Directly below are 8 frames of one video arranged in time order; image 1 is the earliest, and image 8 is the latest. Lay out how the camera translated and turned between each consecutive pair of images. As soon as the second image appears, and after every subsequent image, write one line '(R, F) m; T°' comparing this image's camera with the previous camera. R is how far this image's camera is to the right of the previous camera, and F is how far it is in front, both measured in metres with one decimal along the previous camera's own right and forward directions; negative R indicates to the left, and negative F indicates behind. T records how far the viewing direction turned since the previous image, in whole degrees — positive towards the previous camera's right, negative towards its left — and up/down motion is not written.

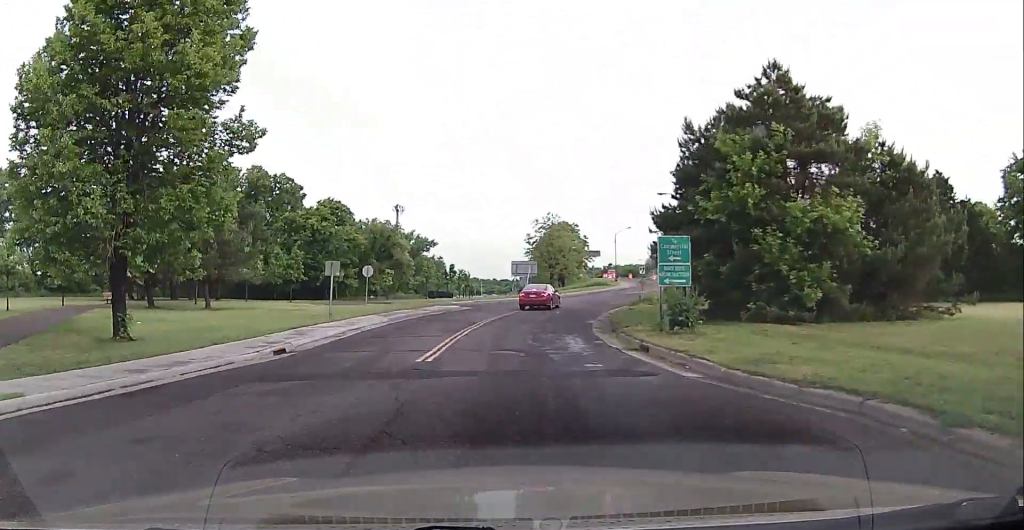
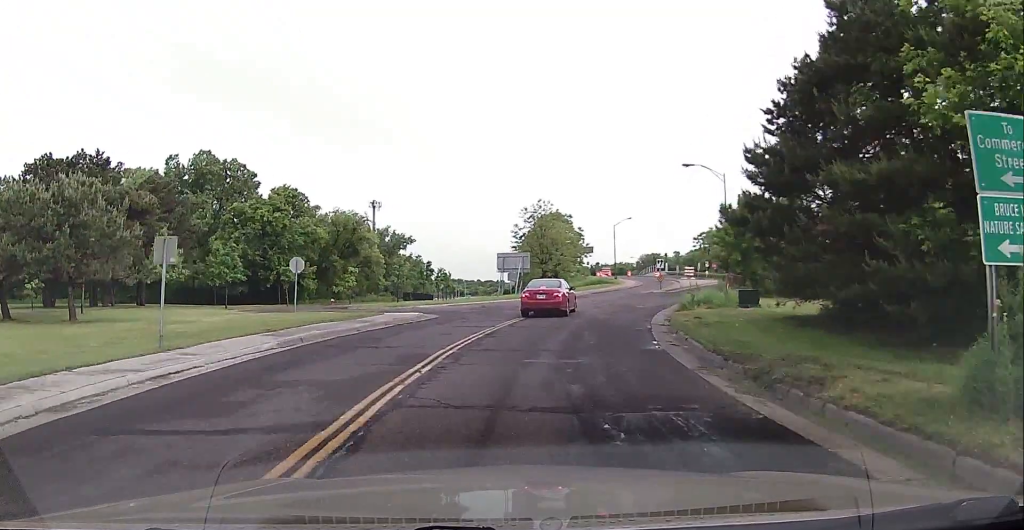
(-0.3, +14.3) m; 0°
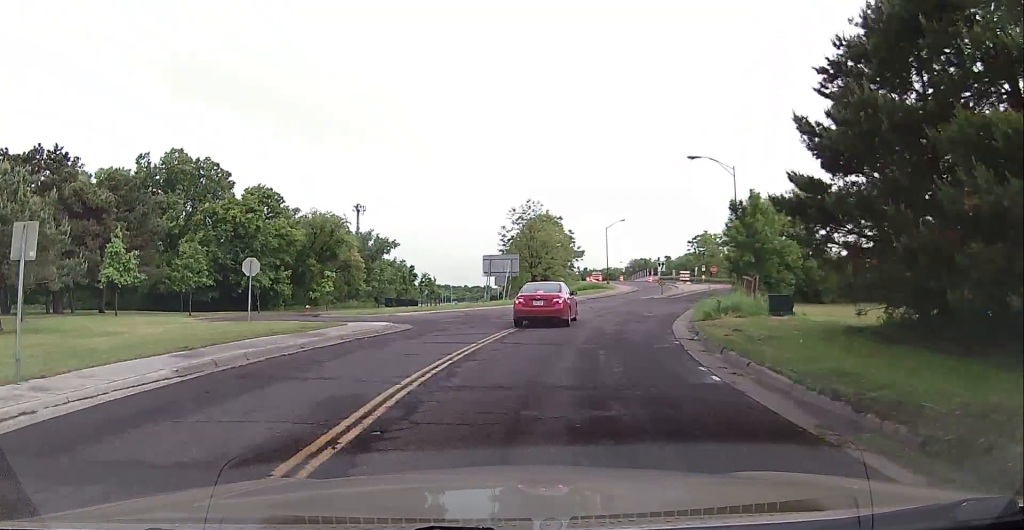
(+0.1, +4.9) m; +1°
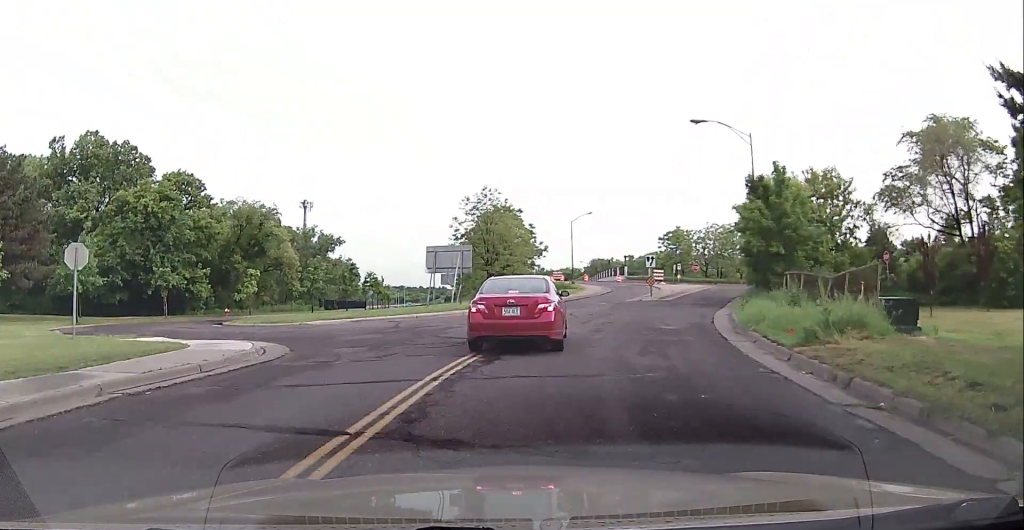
(+0.1, +11.3) m; +1°
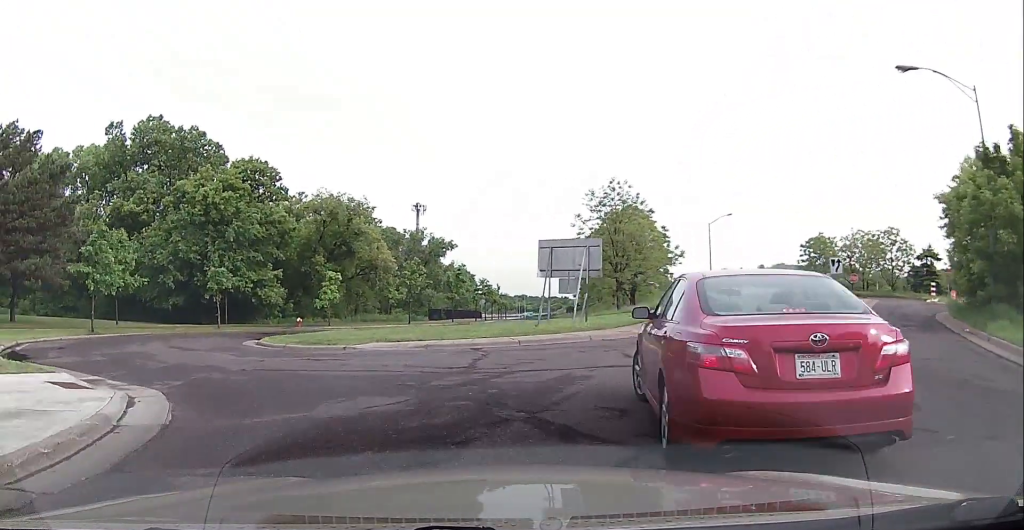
(+0.3, +13.4) m; -1°
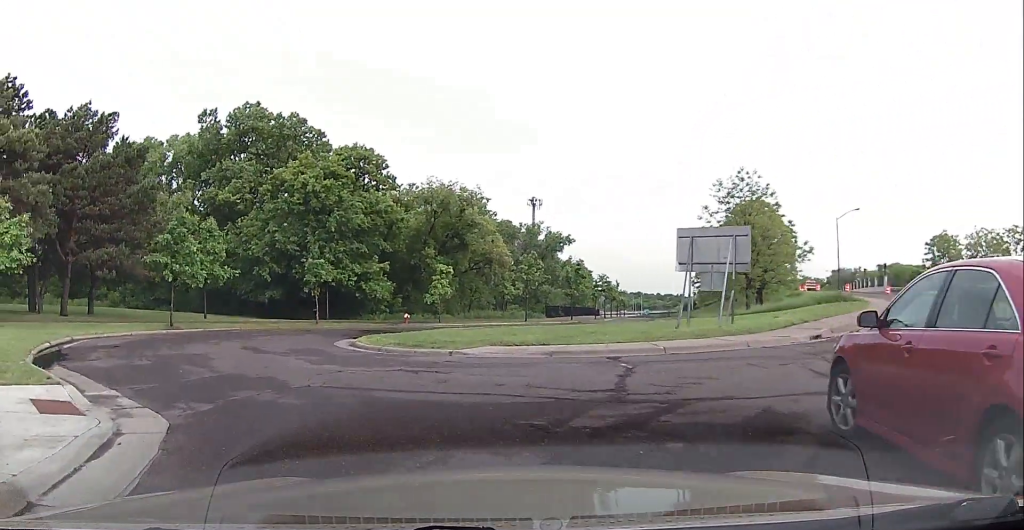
(-0.1, +3.5) m; -11°
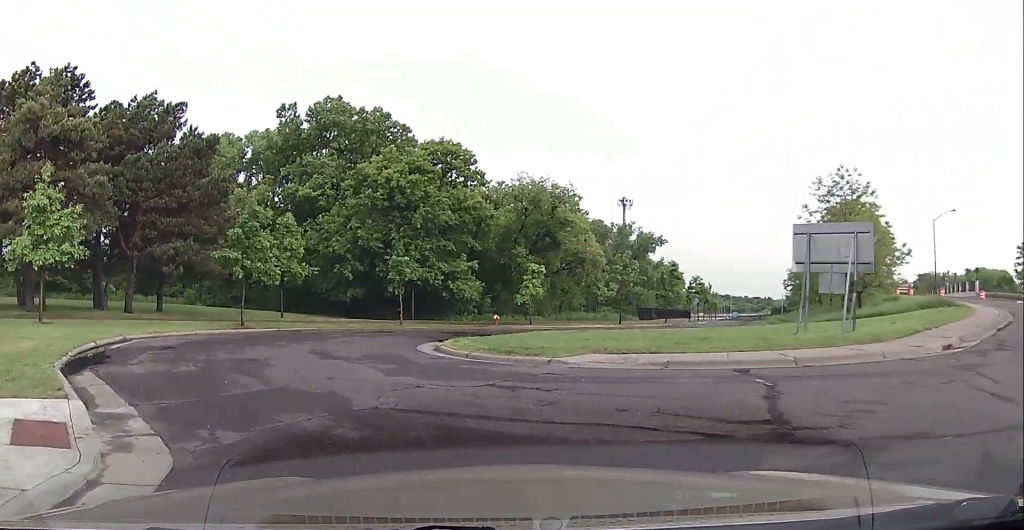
(-0.3, +1.9) m; -9°
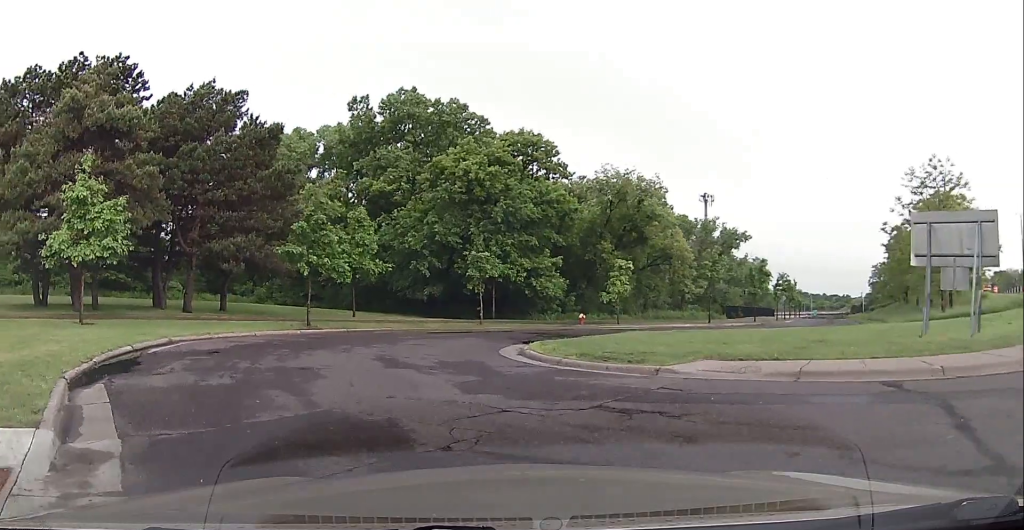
(-0.1, +1.9) m; -7°
